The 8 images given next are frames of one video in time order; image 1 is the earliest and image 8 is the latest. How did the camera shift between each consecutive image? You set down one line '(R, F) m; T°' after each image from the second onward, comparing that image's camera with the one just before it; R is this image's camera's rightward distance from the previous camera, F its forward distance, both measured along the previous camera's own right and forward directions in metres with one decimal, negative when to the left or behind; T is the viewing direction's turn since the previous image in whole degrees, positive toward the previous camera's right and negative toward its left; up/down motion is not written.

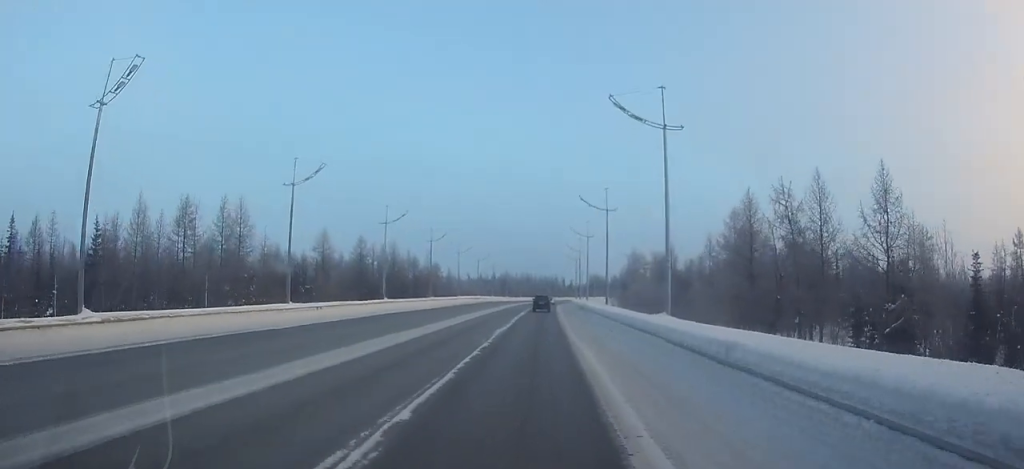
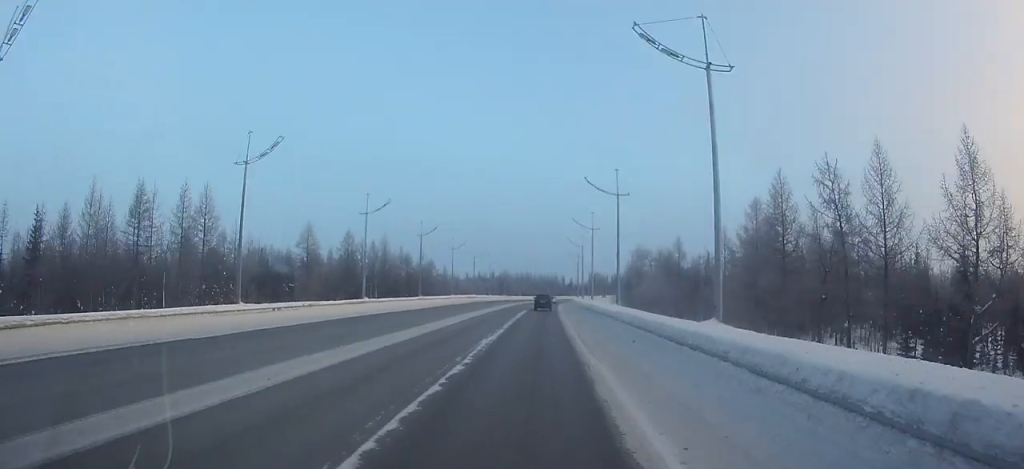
(0.0, +7.5) m; 0°
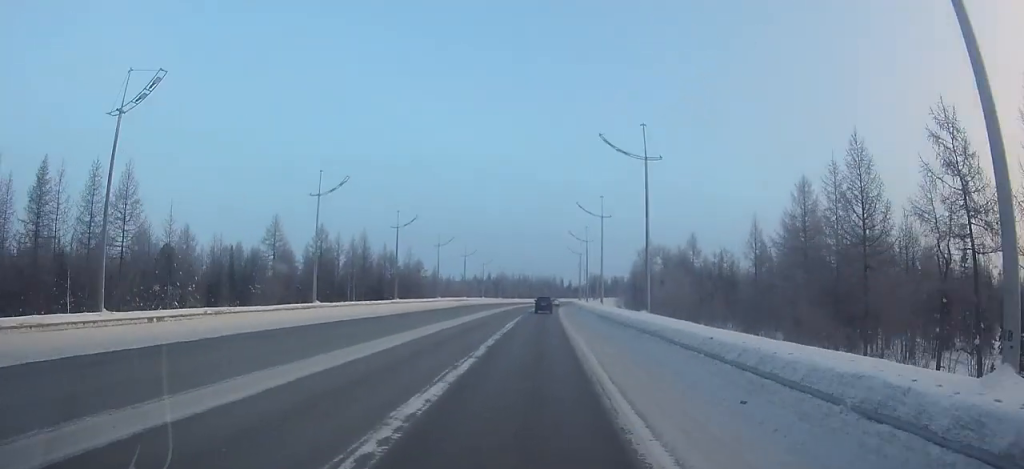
(0.0, +13.0) m; 0°
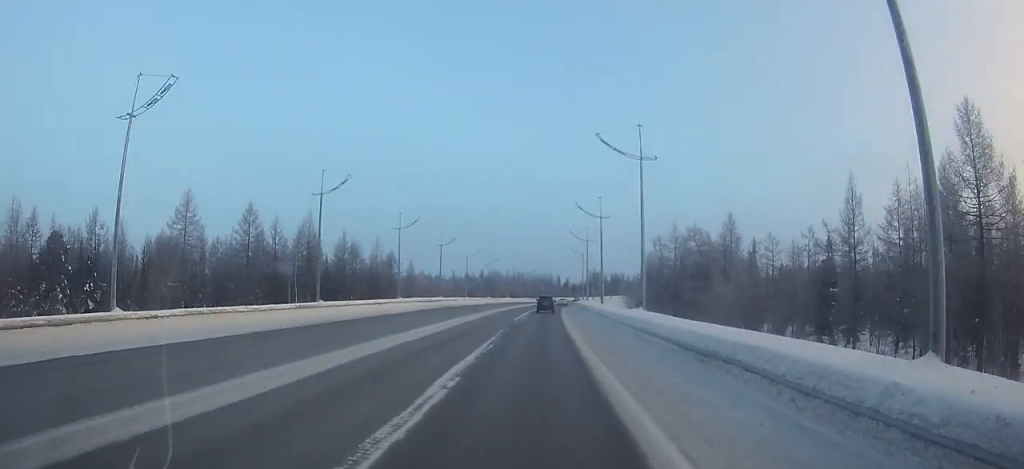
(+0.1, +24.5) m; +1°
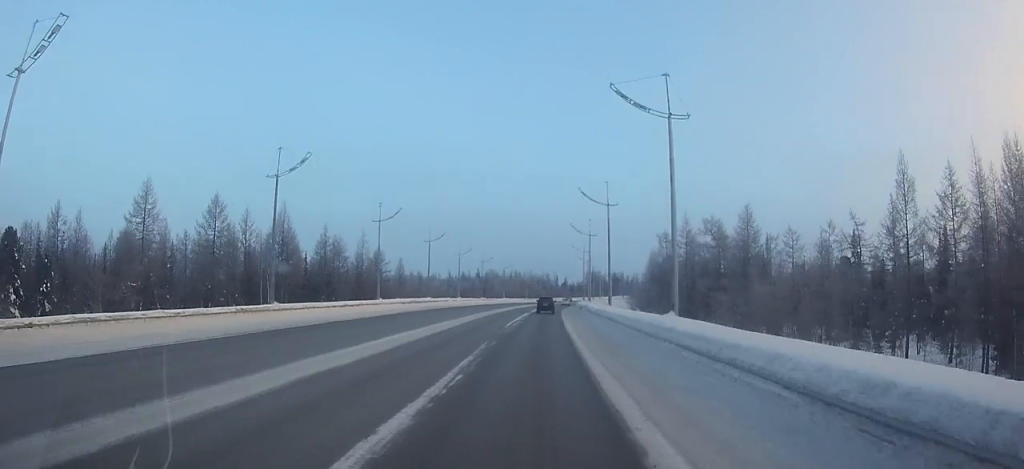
(0.0, +8.2) m; 0°
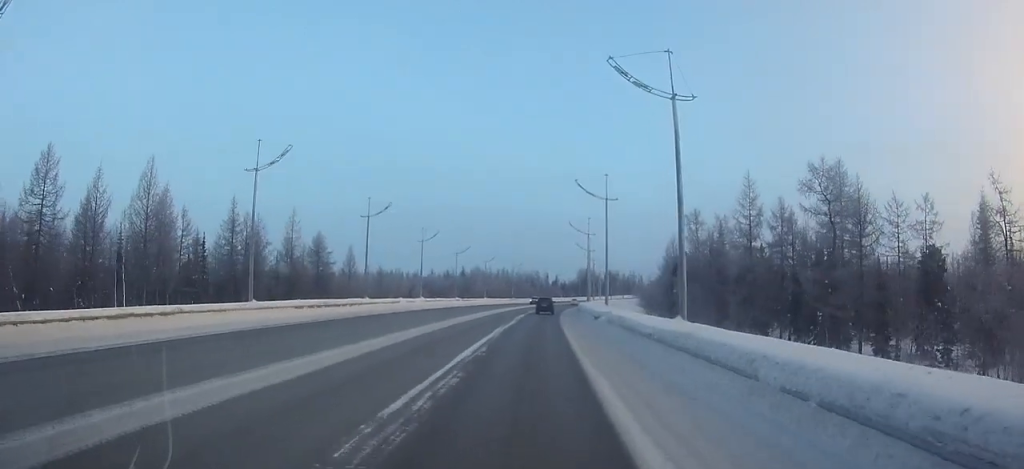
(+0.2, +27.9) m; +1°
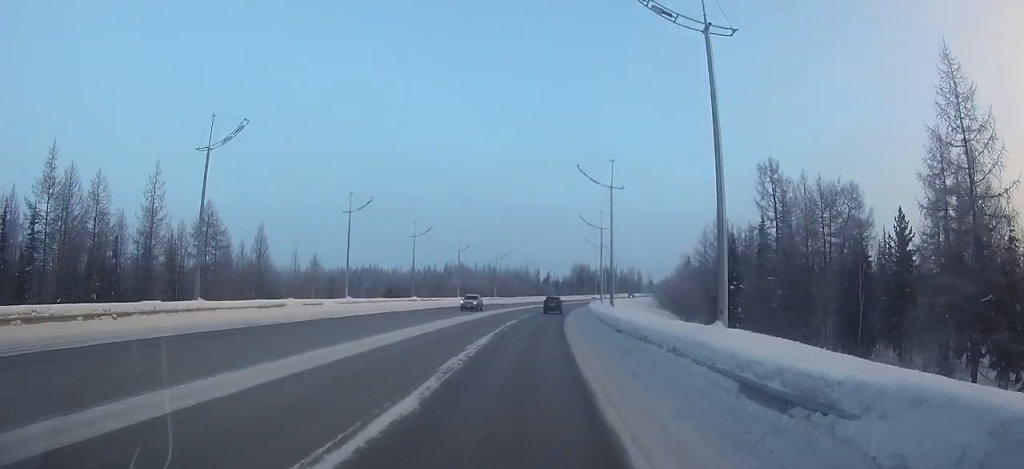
(+0.2, +30.7) m; +1°
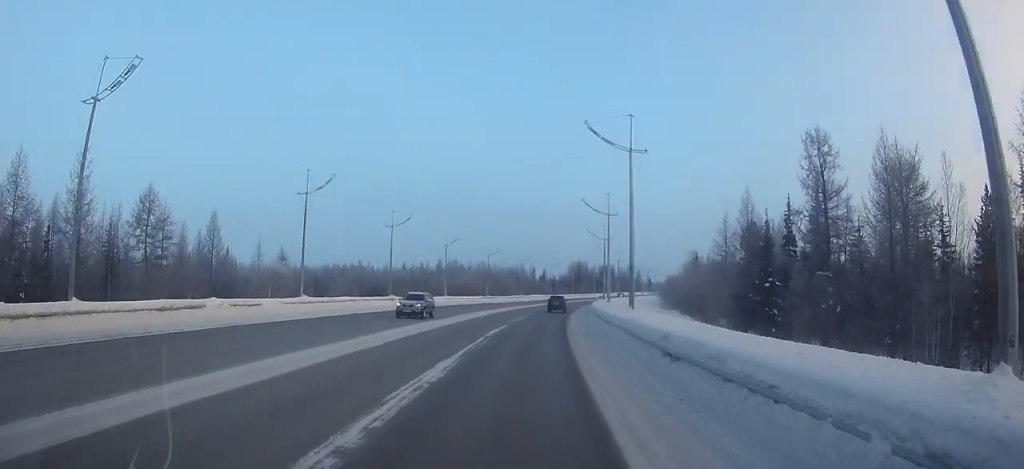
(0.0, +10.4) m; +1°
